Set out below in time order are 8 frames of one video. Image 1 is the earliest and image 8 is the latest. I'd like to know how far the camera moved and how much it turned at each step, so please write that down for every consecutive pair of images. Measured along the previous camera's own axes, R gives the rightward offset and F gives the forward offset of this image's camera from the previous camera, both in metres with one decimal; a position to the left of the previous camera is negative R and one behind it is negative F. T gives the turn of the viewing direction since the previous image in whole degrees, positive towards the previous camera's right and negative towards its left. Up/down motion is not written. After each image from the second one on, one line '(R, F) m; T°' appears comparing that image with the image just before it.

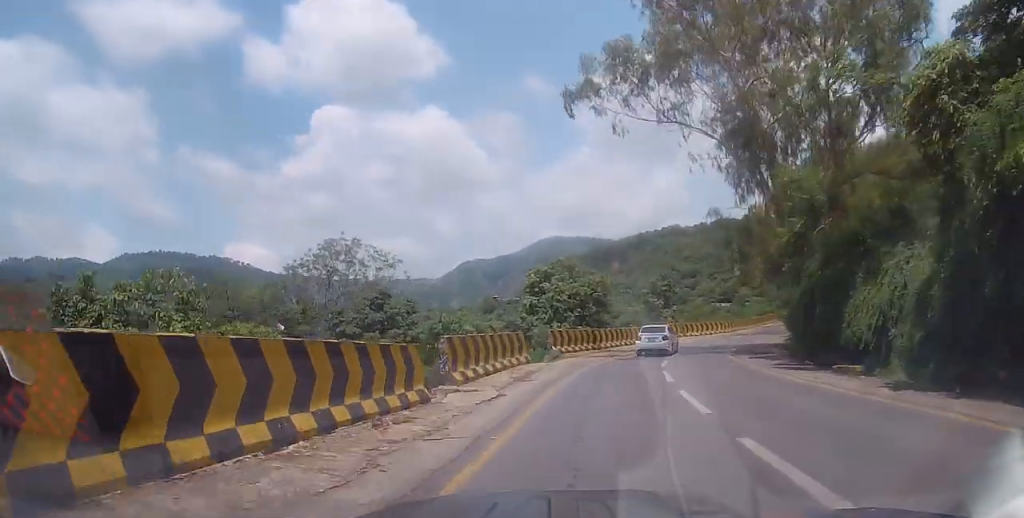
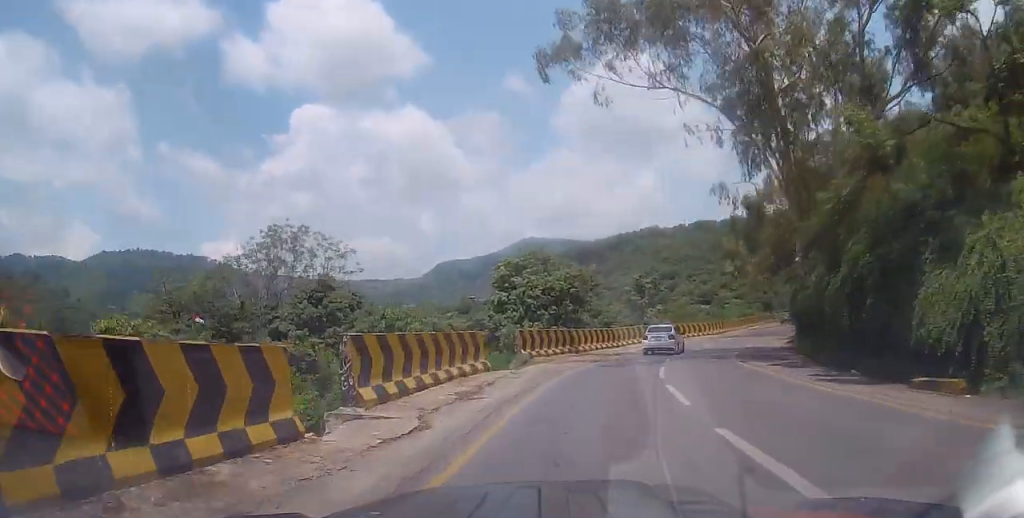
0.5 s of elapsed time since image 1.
(+0.1, +5.3) m; +2°
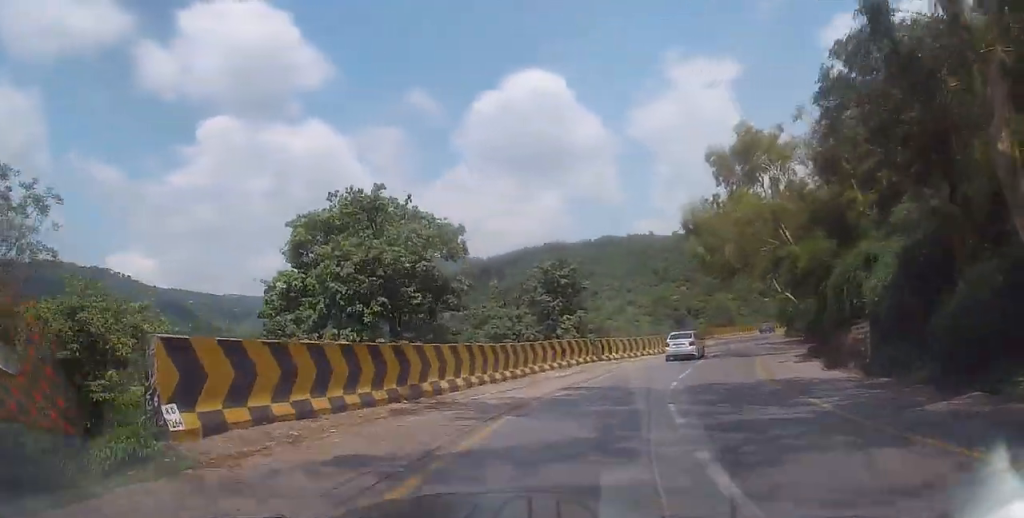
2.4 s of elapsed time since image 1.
(+1.6, +18.8) m; +10°
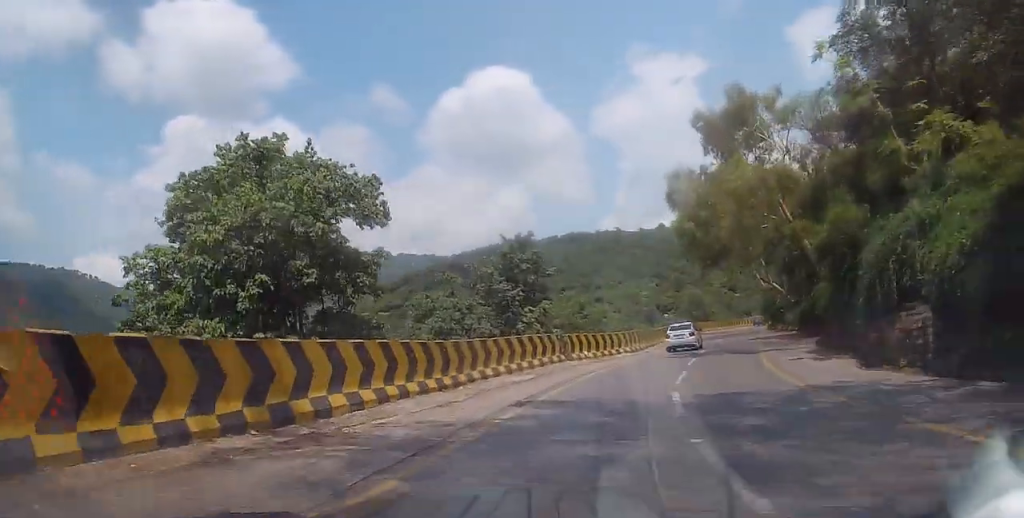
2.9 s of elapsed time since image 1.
(+0.2, +5.5) m; +3°
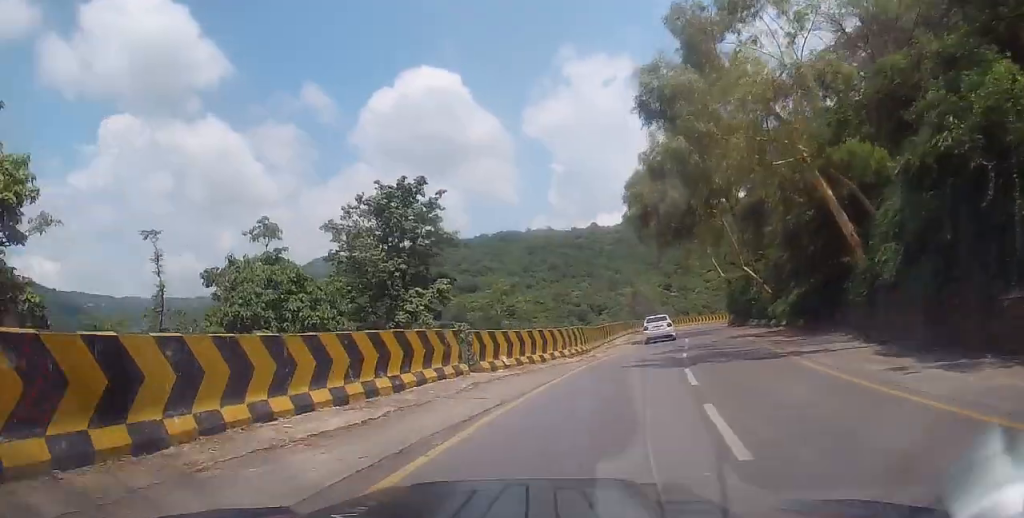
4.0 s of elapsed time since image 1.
(+0.4, +10.9) m; +5°
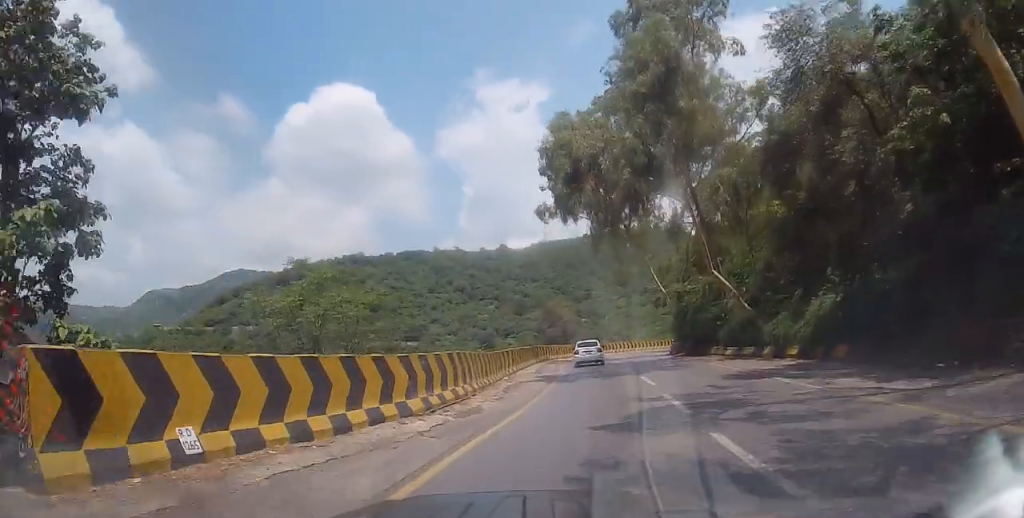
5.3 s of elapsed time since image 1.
(+0.7, +13.7) m; +7°
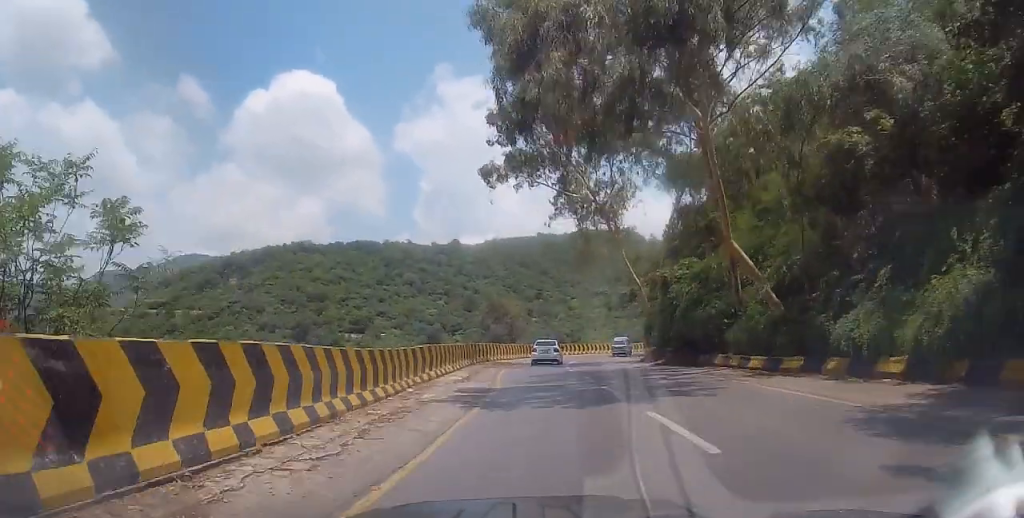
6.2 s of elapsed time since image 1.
(+0.4, +10.0) m; +4°
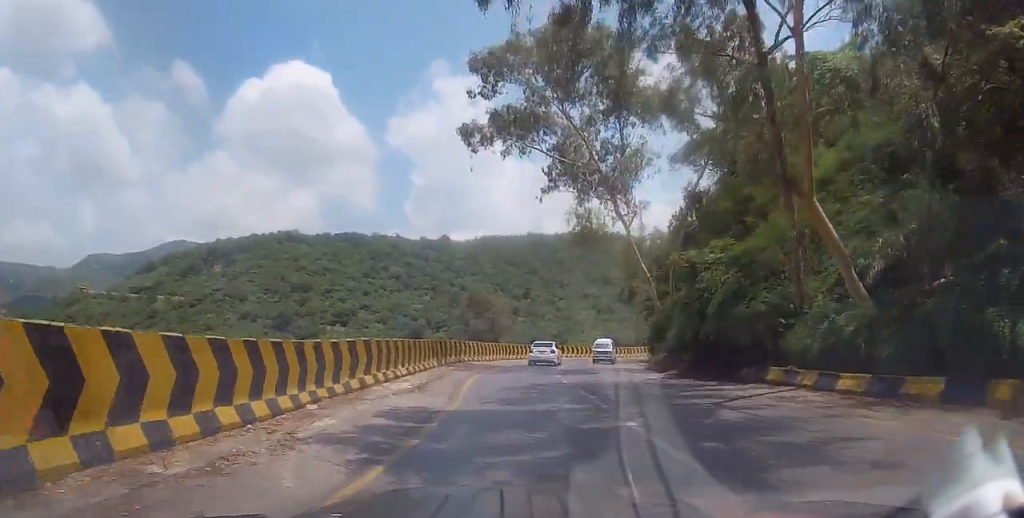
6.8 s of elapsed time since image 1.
(+0.2, +6.8) m; +1°
